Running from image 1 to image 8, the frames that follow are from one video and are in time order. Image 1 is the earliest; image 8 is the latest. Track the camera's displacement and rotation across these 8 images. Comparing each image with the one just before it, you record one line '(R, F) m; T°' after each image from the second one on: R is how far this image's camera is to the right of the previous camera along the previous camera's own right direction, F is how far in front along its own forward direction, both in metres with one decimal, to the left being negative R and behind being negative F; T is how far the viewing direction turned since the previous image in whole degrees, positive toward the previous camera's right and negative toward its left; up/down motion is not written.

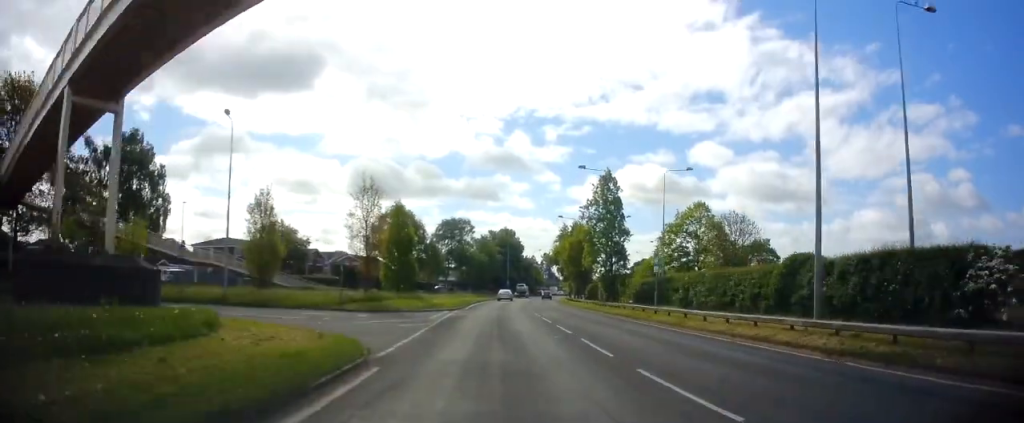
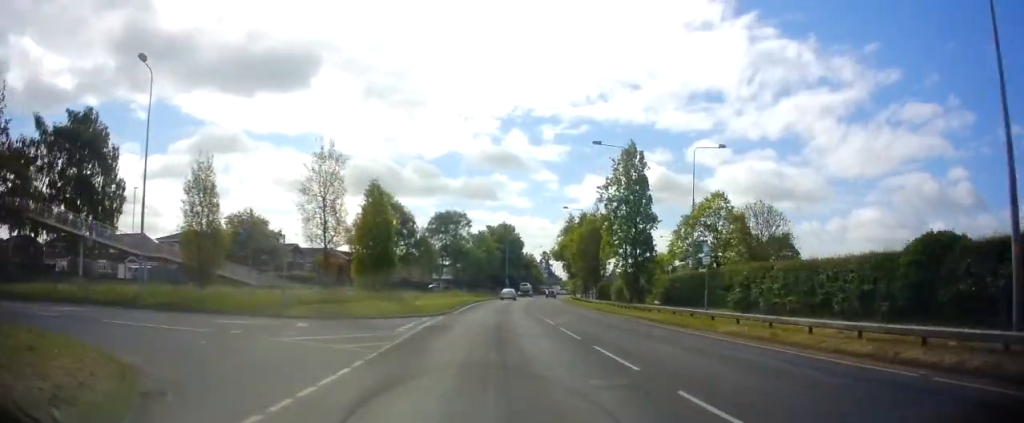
(+0.1, +8.3) m; +1°
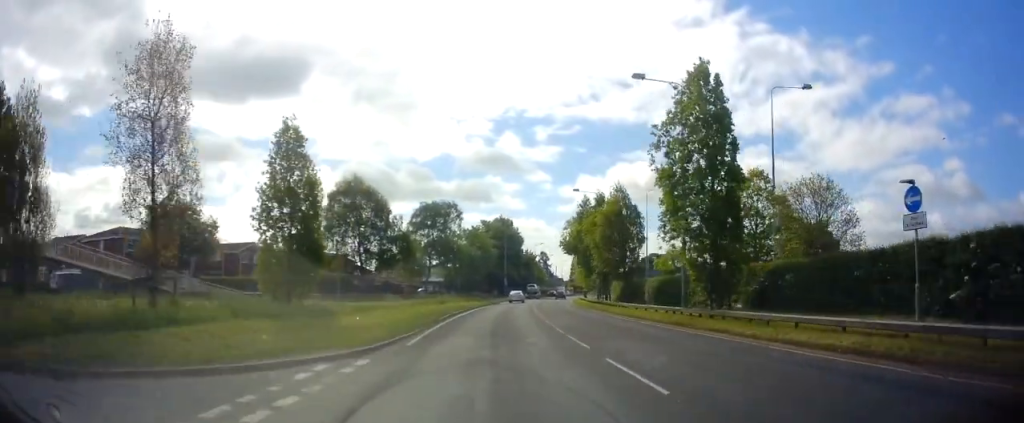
(+0.5, +14.1) m; +1°
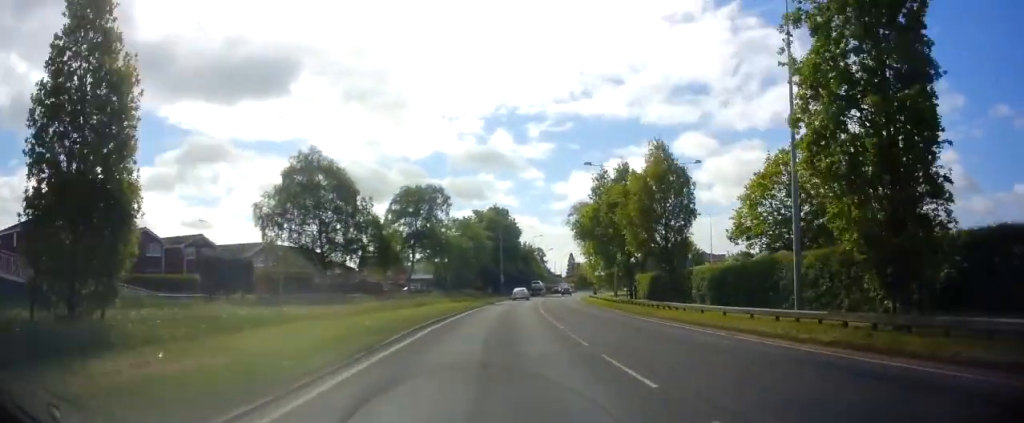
(-0.2, +11.9) m; -1°
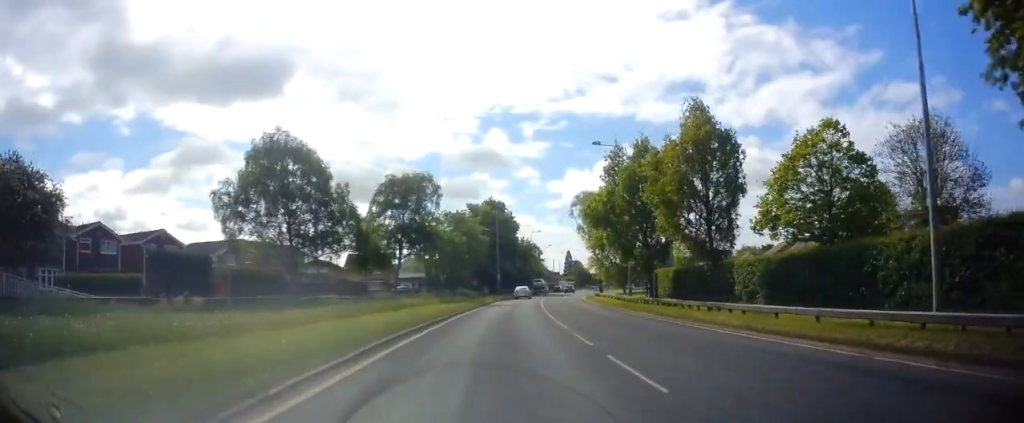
(0.0, +6.6) m; 0°
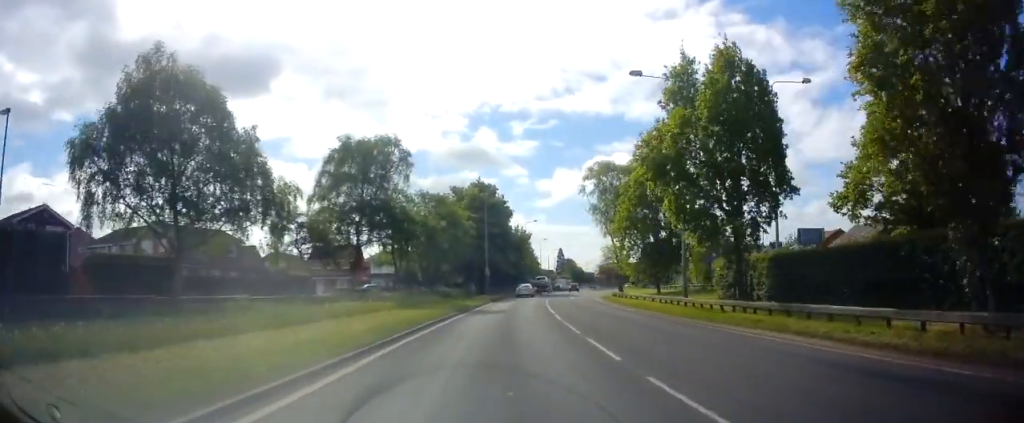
(0.0, +15.2) m; 0°
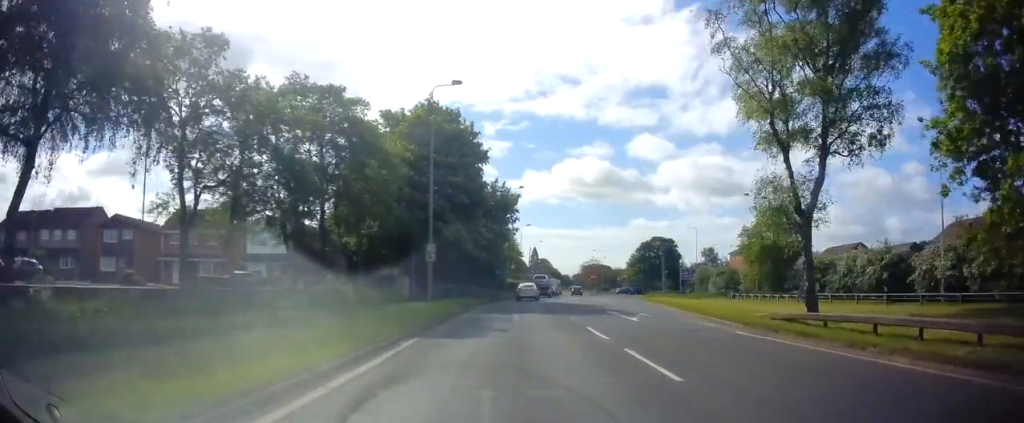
(+1.8, +34.6) m; +6°
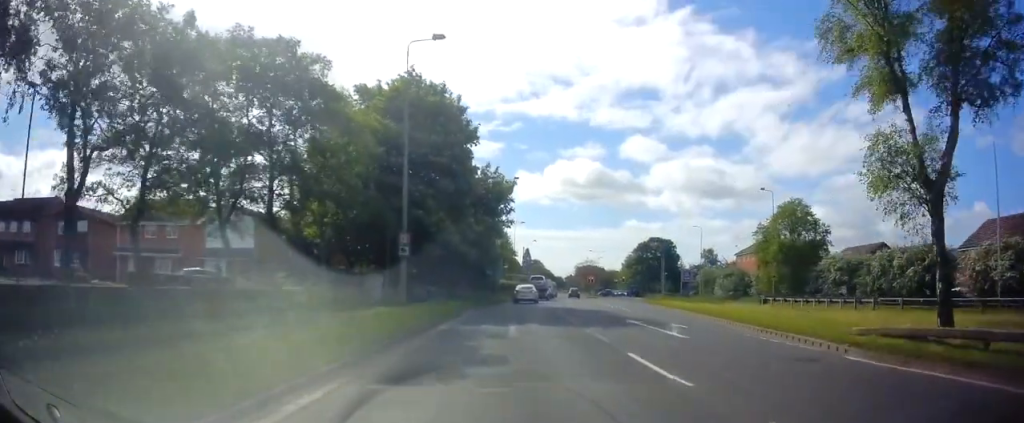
(0.0, +6.2) m; 0°
